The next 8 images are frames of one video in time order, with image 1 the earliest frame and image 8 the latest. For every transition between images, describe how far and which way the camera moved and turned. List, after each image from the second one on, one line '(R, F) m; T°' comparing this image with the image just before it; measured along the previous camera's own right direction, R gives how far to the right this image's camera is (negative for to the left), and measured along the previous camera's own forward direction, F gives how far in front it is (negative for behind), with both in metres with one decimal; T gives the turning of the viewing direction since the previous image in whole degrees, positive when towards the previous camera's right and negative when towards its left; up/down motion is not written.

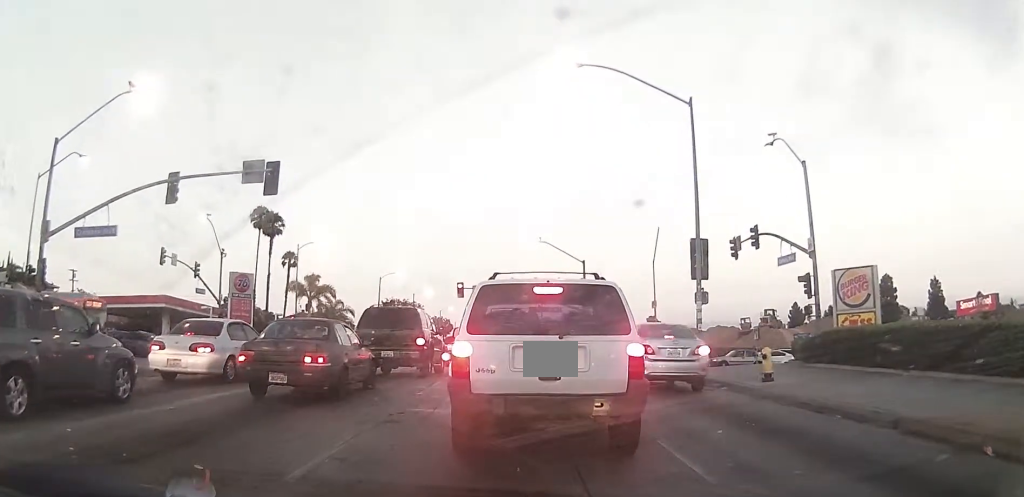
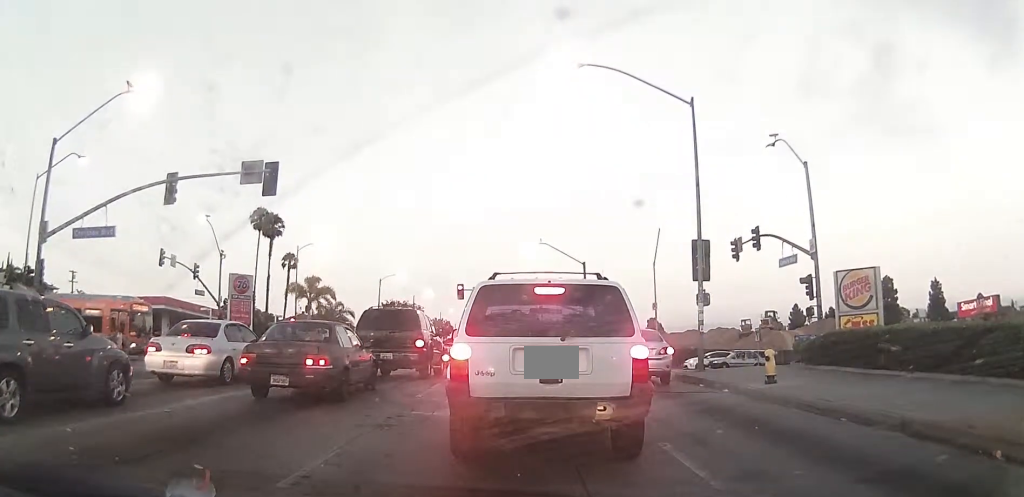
(0.0, +0.1) m; 0°
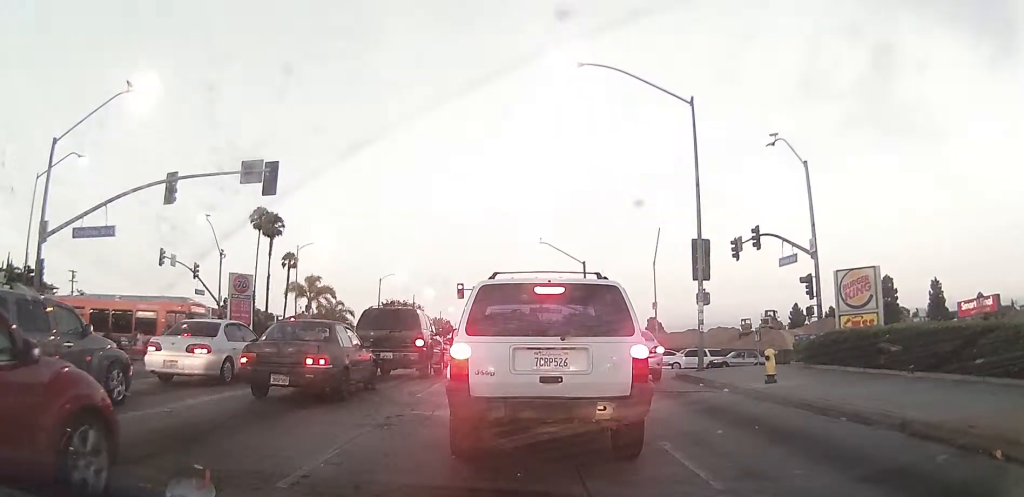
(0.0, 0.0) m; 0°
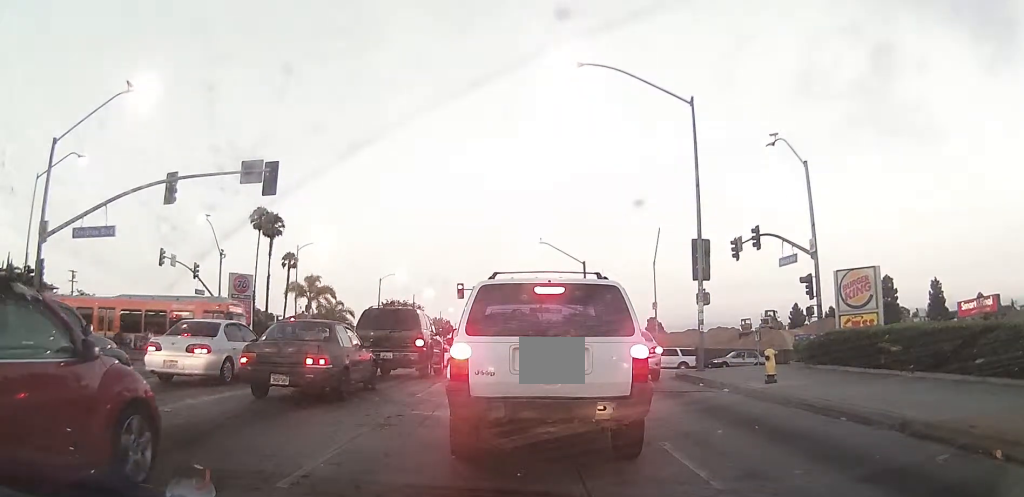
(0.0, 0.0) m; 0°
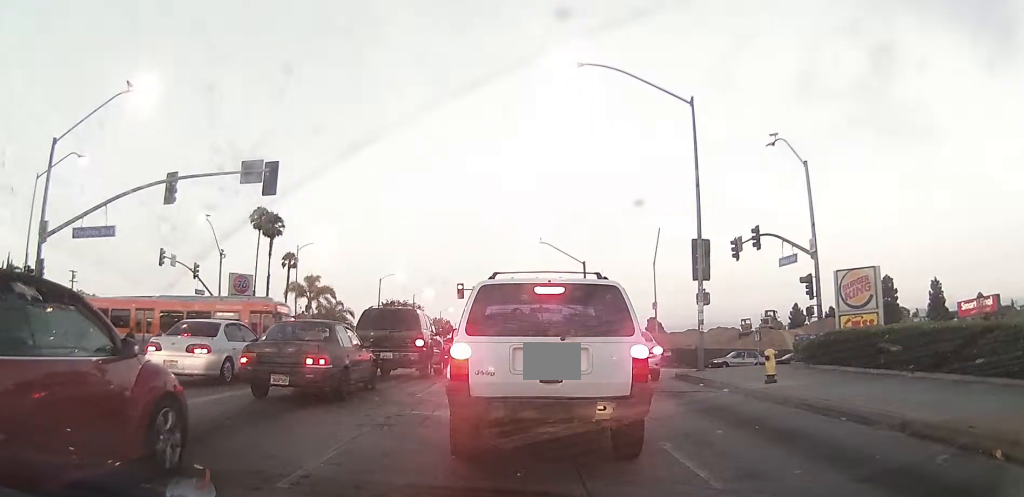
(0.0, 0.0) m; 0°
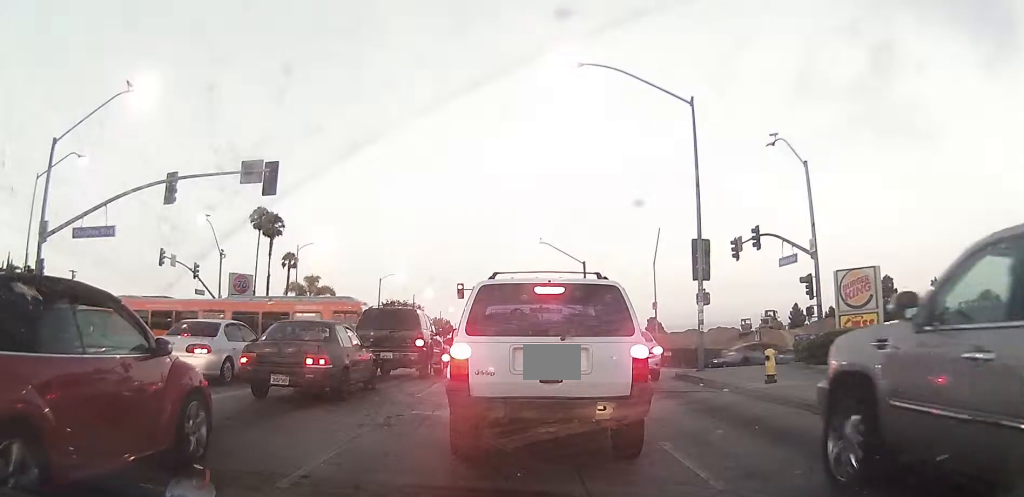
(0.0, 0.0) m; 0°
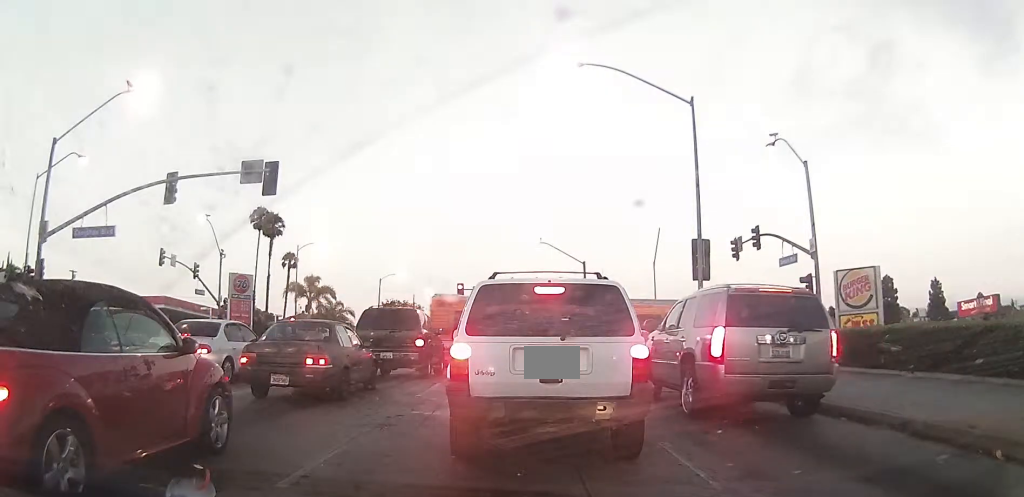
(0.0, 0.0) m; 0°
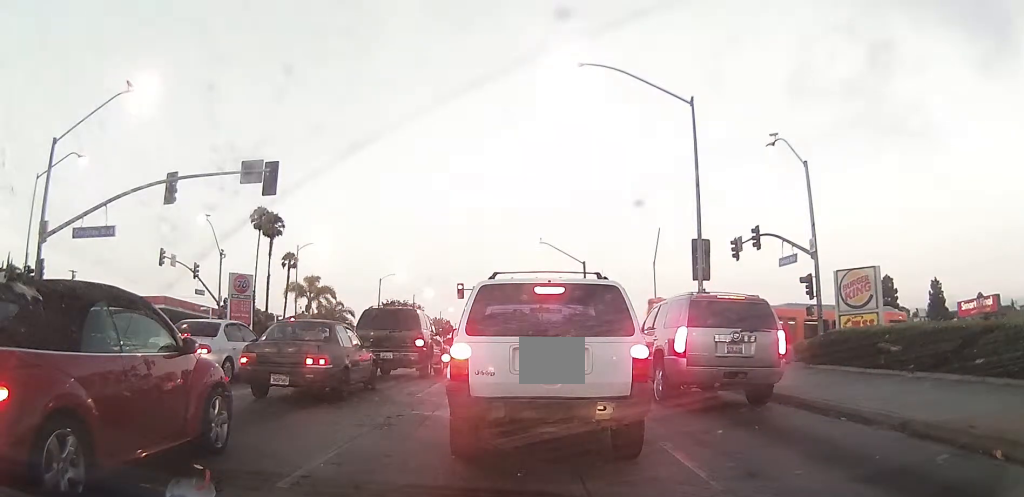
(0.0, 0.0) m; 0°
